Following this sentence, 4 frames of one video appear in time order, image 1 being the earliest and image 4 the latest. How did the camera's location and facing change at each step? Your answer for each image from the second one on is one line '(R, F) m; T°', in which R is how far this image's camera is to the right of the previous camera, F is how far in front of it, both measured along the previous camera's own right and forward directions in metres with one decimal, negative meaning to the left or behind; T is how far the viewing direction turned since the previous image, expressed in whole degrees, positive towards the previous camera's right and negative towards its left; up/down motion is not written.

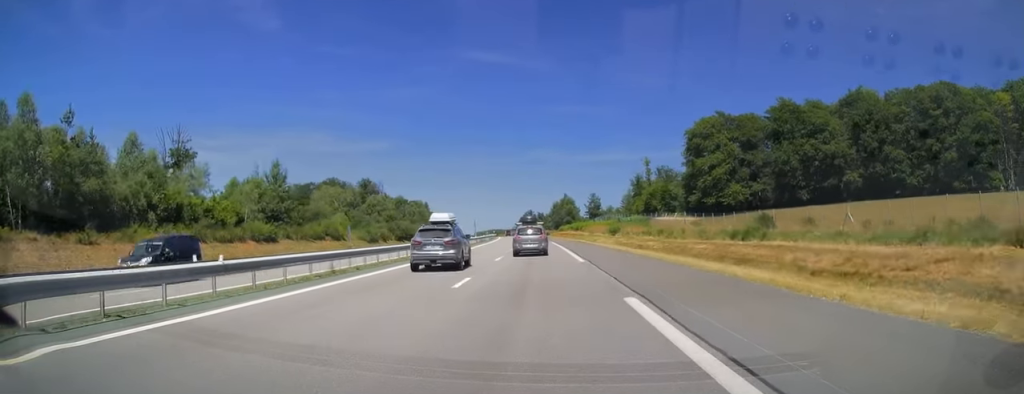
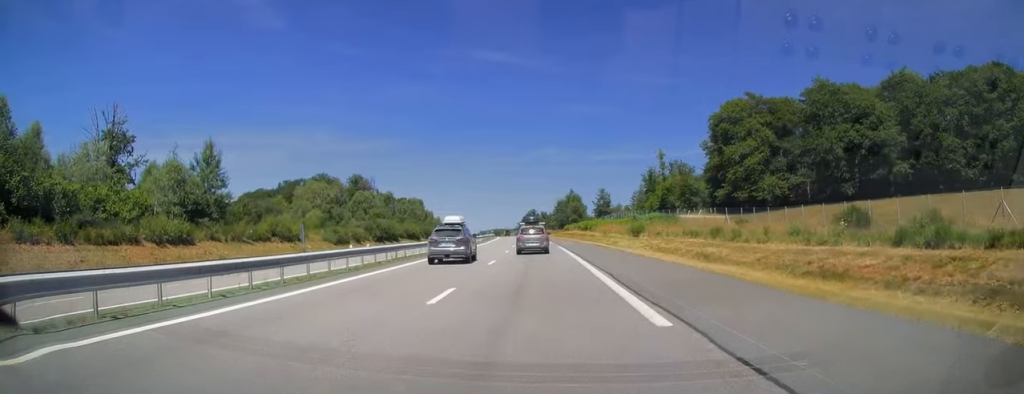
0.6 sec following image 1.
(-0.1, +16.3) m; 0°
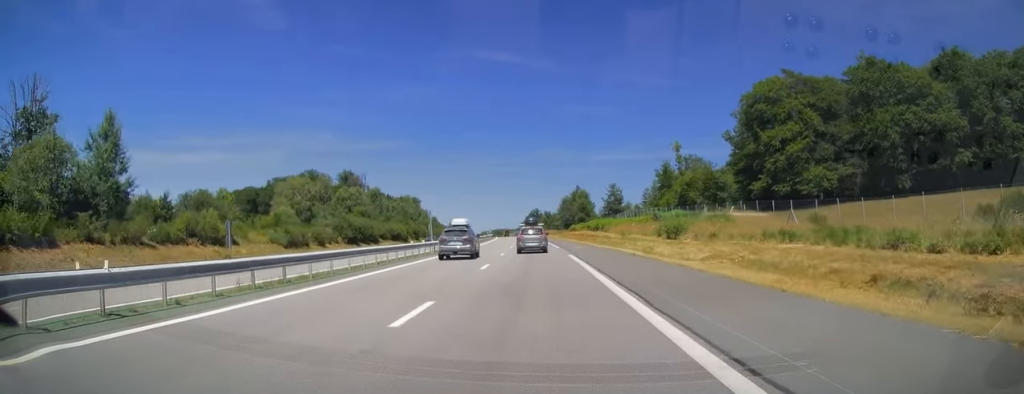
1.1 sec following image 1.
(0.0, +15.8) m; 0°
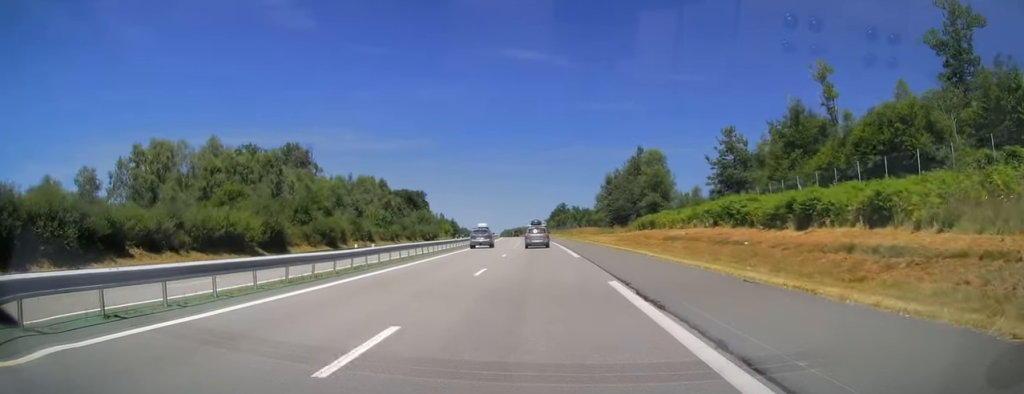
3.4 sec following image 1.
(-1.5, +68.4) m; -2°
